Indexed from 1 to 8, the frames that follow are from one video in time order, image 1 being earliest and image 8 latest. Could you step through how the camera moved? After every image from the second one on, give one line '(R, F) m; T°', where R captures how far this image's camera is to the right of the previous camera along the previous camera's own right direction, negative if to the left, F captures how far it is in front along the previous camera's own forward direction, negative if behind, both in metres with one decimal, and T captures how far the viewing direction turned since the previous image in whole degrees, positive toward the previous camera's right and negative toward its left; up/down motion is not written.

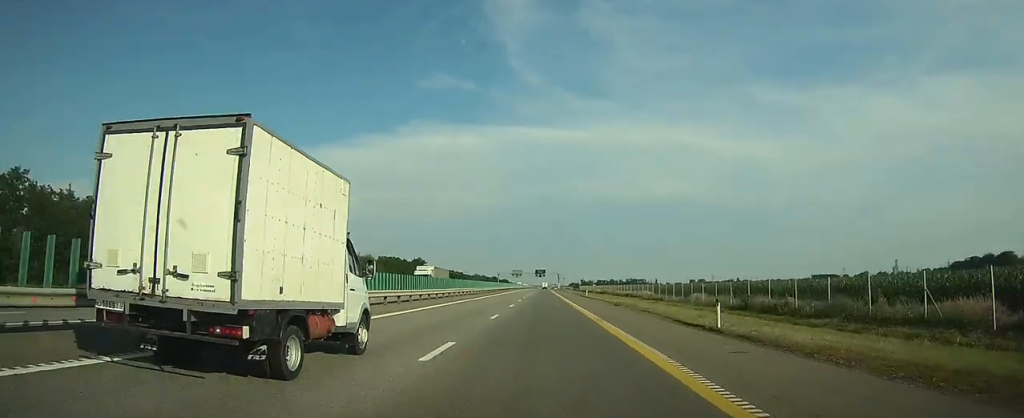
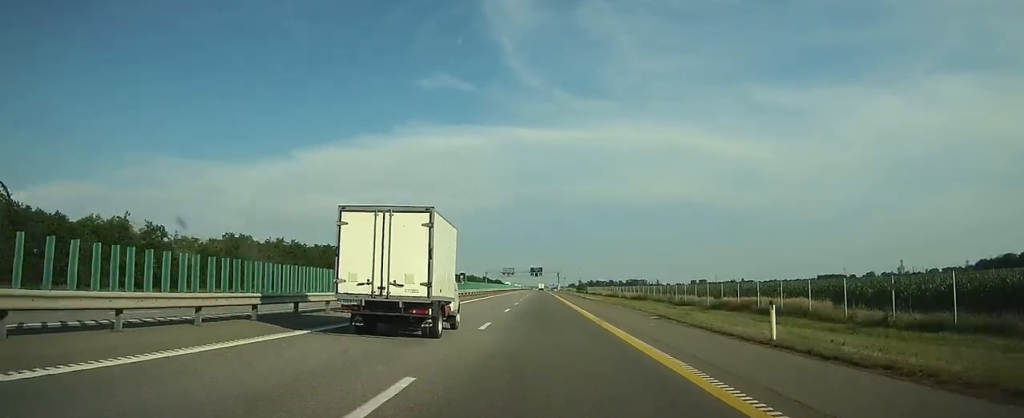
(-0.3, +53.4) m; 0°
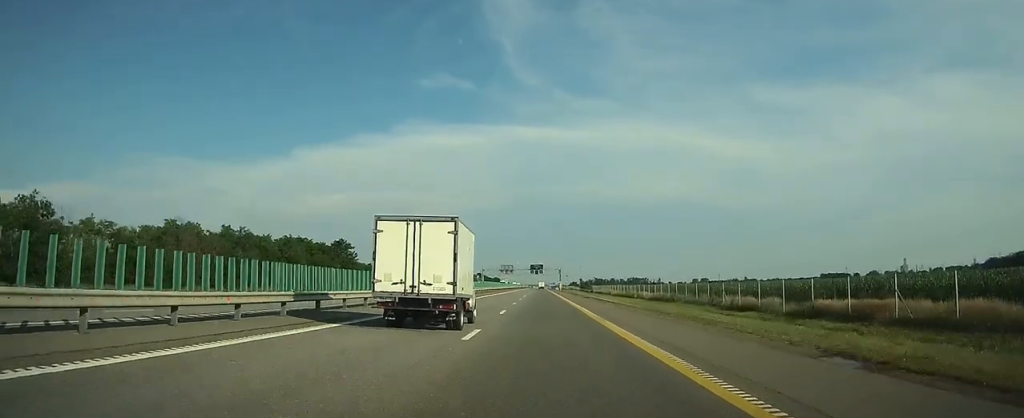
(0.0, +16.0) m; 0°
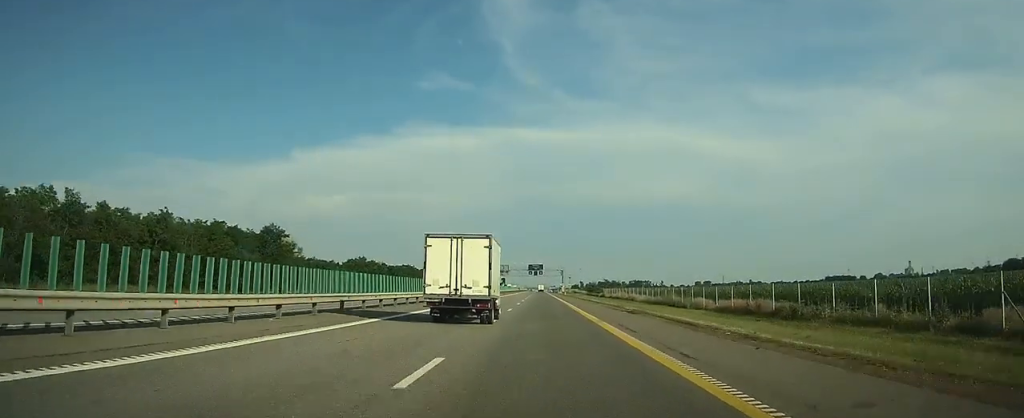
(0.0, +30.1) m; 0°
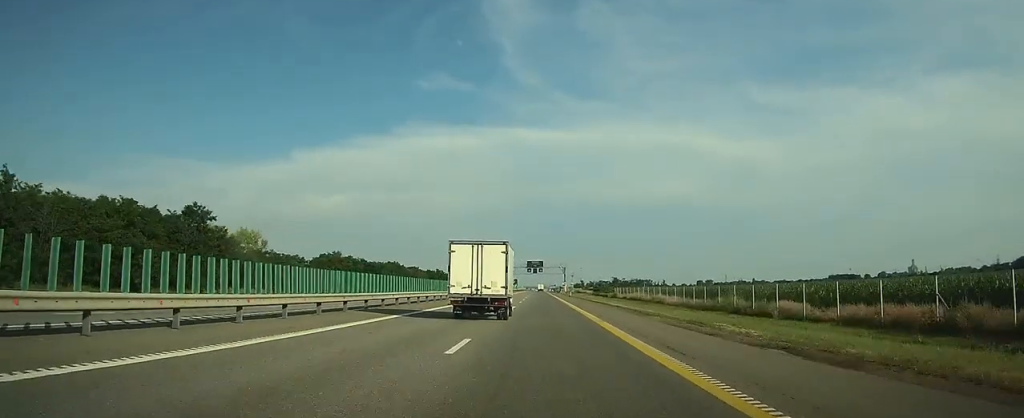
(0.0, +20.4) m; 0°
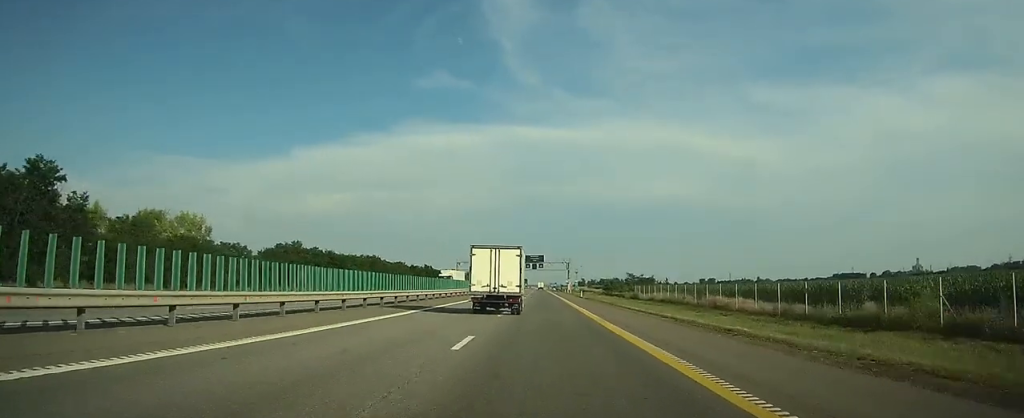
(+0.1, +23.9) m; 0°
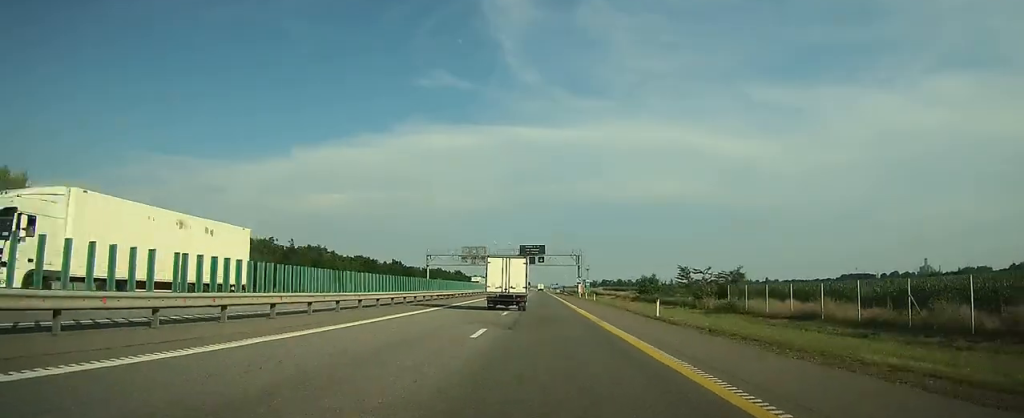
(-0.1, +45.3) m; 0°
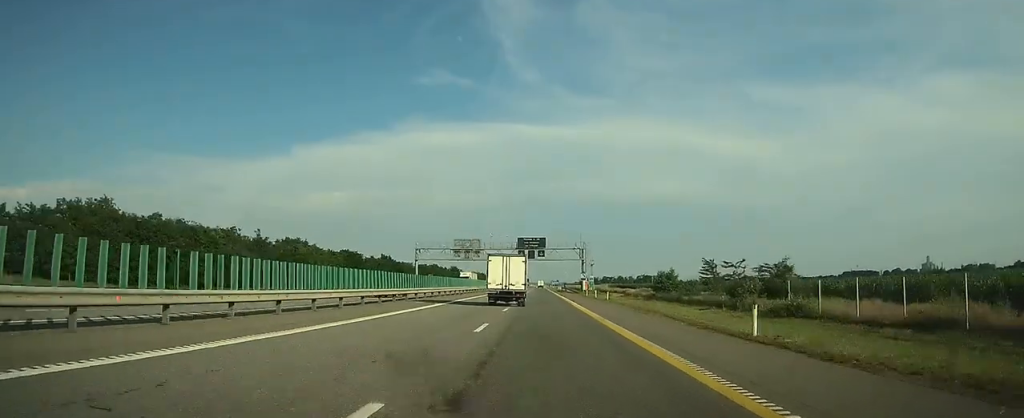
(0.0, +11.6) m; 0°
